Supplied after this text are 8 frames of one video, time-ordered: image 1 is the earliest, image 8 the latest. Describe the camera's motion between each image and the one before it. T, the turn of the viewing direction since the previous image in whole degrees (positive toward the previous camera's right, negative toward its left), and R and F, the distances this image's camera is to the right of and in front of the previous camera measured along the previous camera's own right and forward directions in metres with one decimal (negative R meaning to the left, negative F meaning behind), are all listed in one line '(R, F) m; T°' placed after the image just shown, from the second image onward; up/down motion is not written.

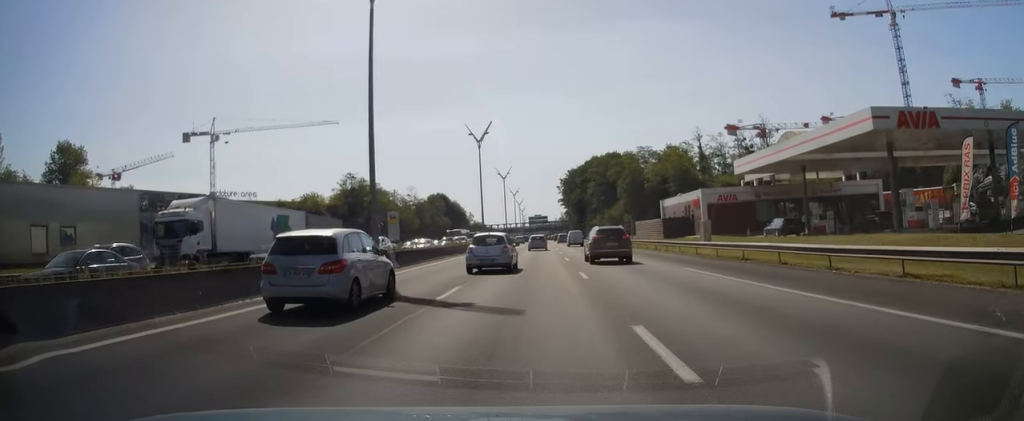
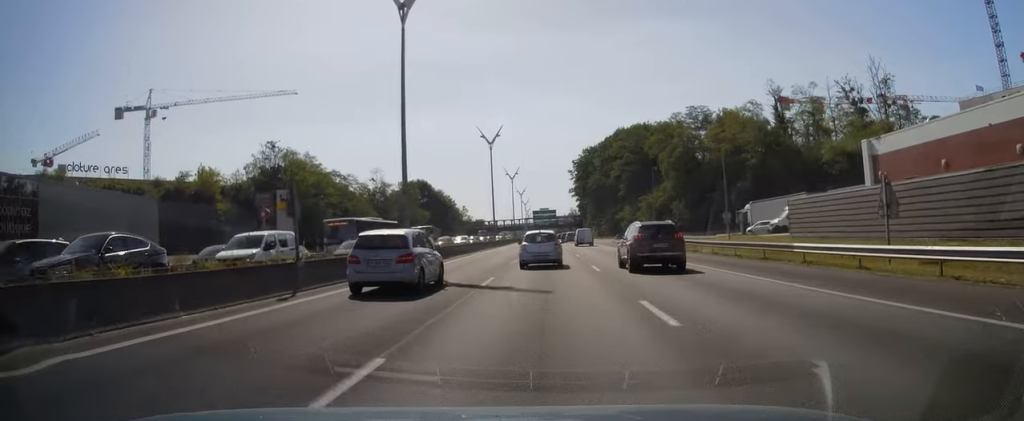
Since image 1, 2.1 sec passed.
(-0.7, +48.7) m; 0°
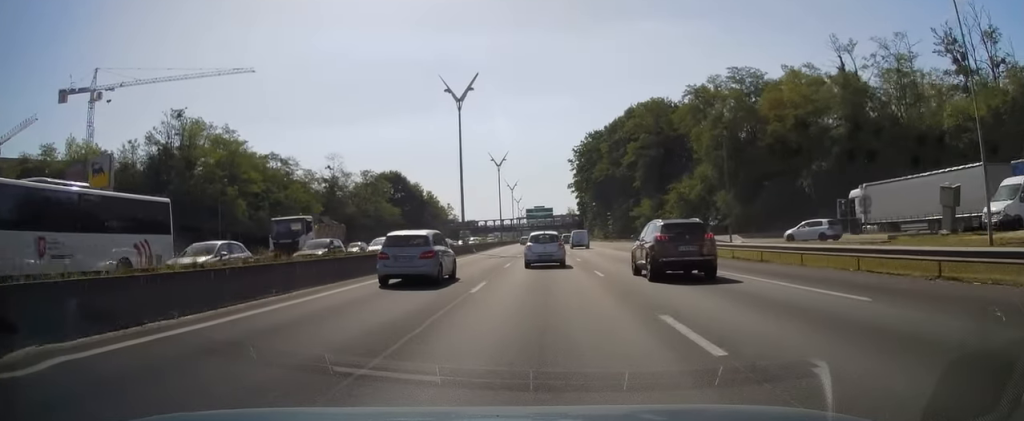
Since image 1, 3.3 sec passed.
(+0.4, +28.0) m; 0°
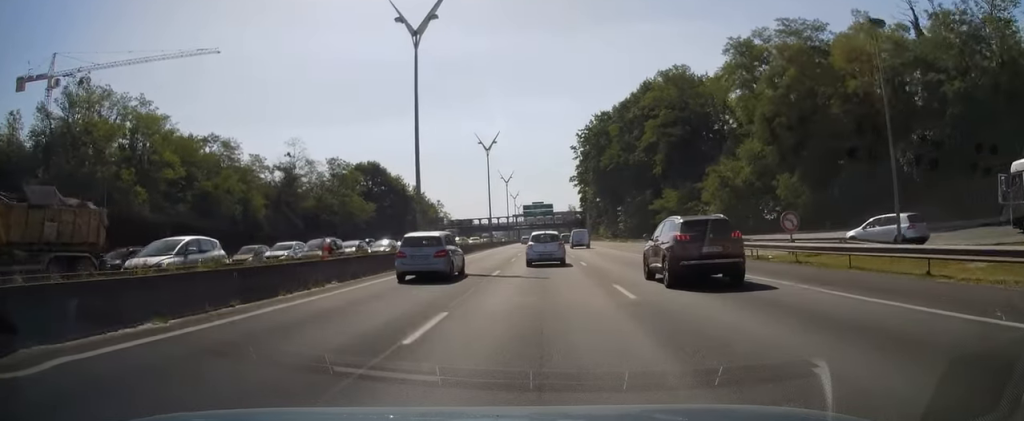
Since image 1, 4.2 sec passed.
(-0.2, +19.5) m; 0°
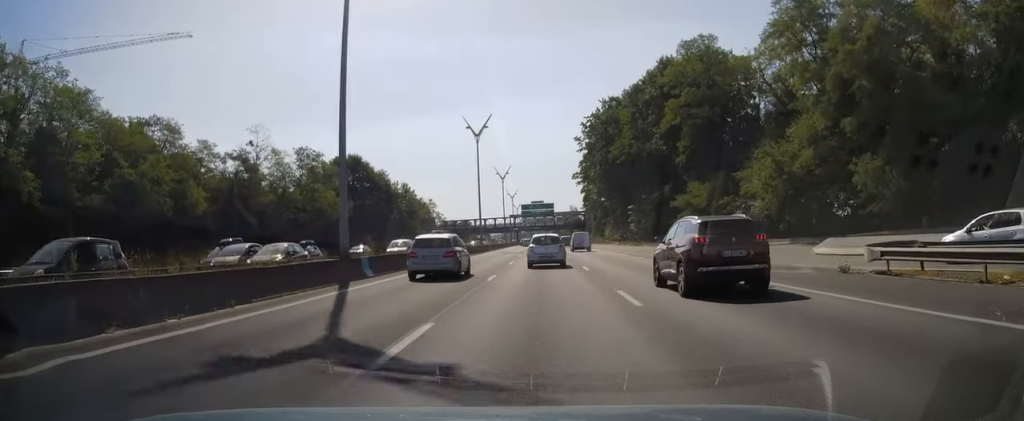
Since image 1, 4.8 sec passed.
(+0.3, +14.2) m; 0°
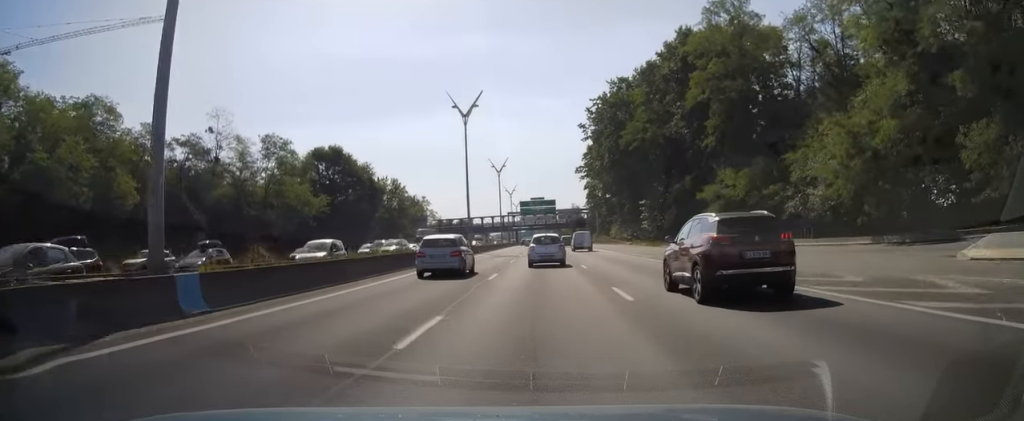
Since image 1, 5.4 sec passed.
(0.0, +11.9) m; 0°
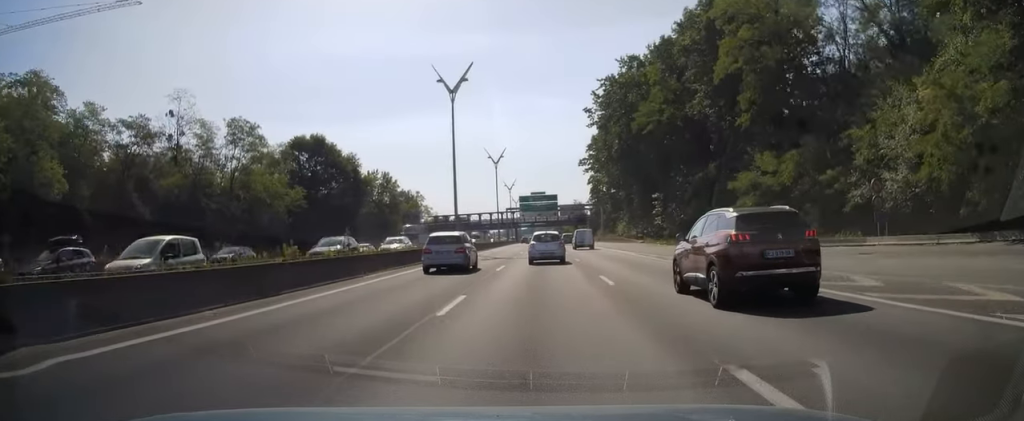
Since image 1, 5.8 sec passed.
(-0.2, +9.7) m; 0°
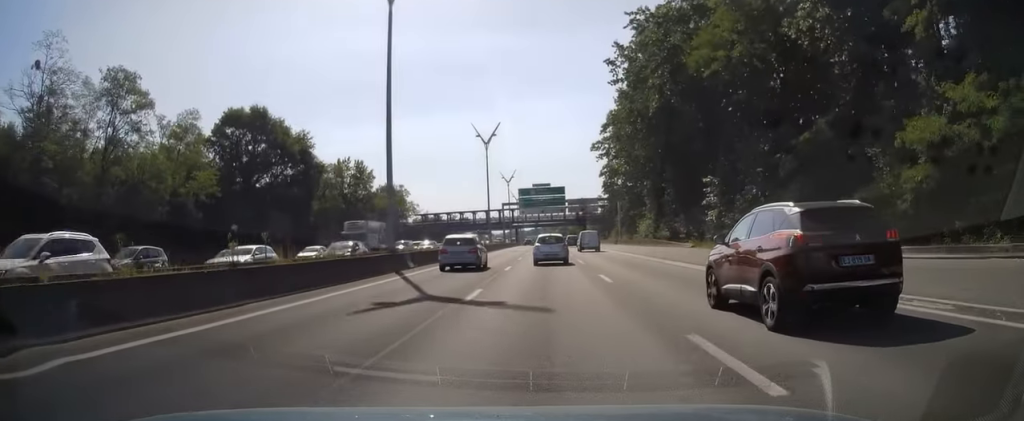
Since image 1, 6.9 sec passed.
(+0.2, +23.9) m; 0°
